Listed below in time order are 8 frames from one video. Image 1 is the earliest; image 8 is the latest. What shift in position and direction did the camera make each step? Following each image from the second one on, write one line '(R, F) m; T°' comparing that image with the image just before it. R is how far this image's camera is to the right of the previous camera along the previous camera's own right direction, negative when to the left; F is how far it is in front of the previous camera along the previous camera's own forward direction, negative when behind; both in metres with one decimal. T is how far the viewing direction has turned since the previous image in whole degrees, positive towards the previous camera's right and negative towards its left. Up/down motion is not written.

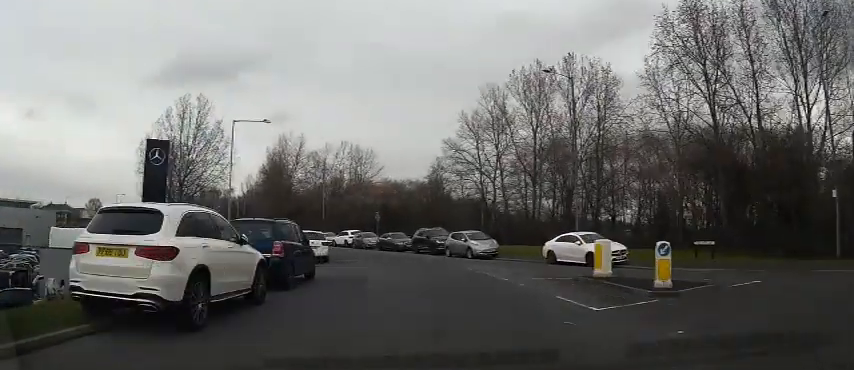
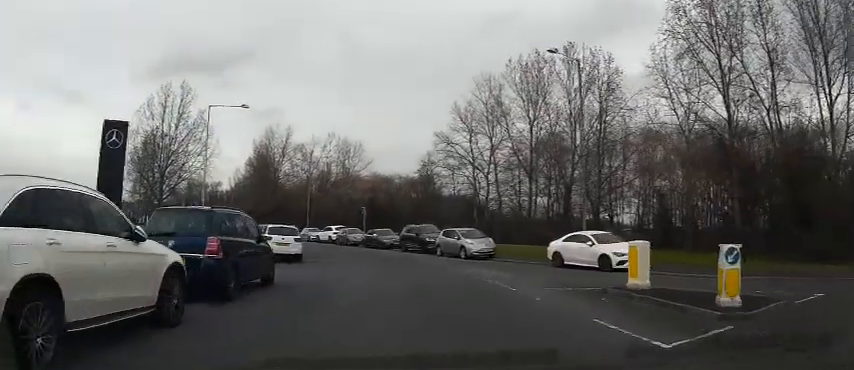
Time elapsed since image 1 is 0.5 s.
(+0.2, +3.0) m; +2°
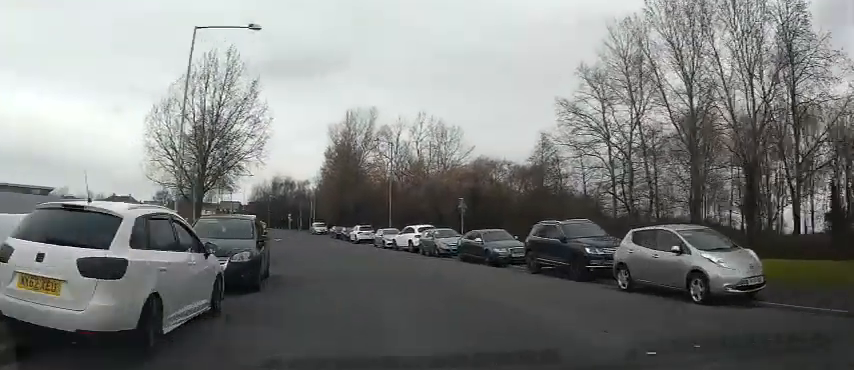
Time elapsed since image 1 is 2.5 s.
(-1.4, +15.5) m; -12°
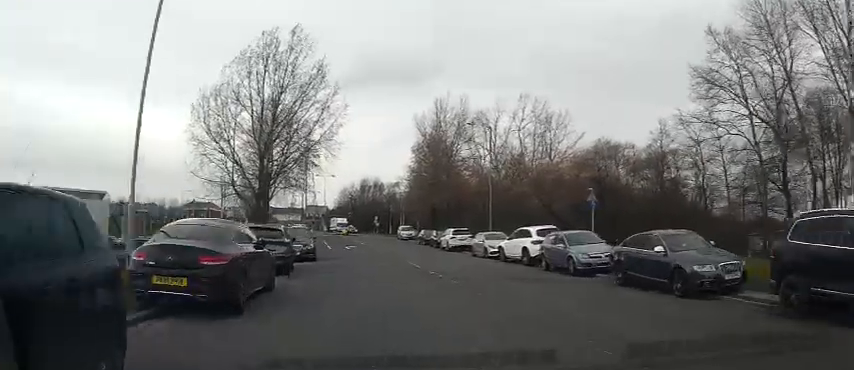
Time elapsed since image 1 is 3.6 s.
(-0.8, +10.0) m; -8°
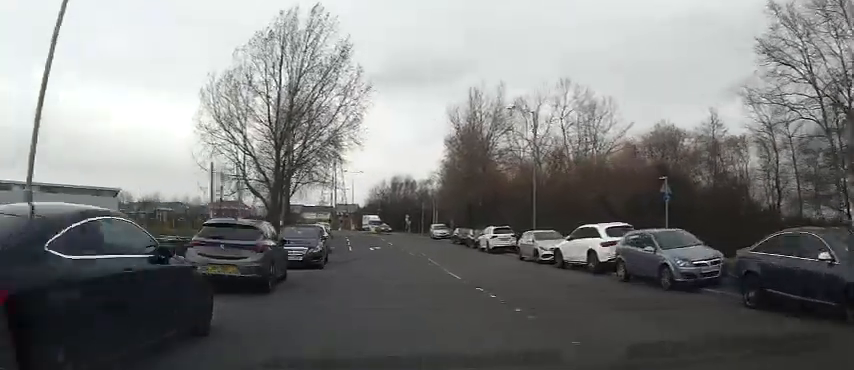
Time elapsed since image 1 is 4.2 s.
(-0.1, +5.3) m; -4°
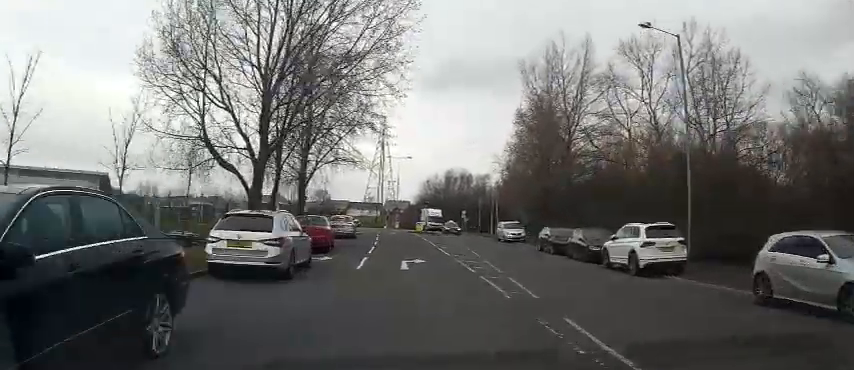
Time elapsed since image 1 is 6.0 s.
(-1.5, +16.7) m; -7°
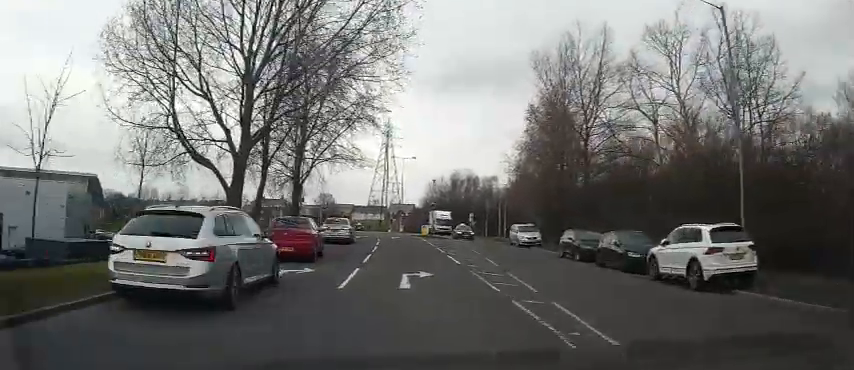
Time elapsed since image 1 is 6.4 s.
(0.0, +4.0) m; -1°
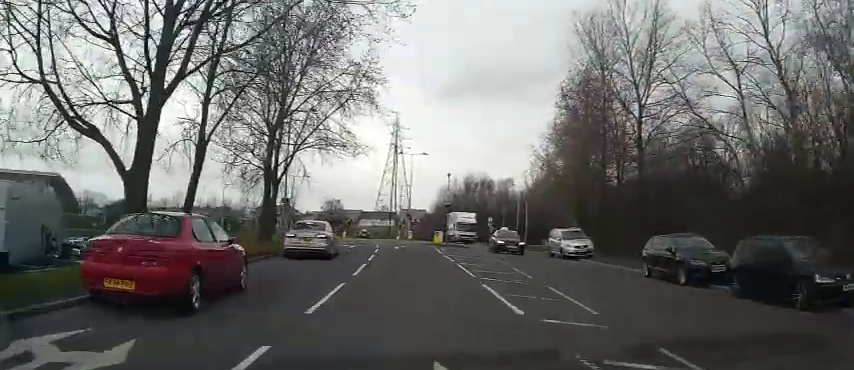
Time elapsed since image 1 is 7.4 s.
(-0.2, +9.7) m; -2°
